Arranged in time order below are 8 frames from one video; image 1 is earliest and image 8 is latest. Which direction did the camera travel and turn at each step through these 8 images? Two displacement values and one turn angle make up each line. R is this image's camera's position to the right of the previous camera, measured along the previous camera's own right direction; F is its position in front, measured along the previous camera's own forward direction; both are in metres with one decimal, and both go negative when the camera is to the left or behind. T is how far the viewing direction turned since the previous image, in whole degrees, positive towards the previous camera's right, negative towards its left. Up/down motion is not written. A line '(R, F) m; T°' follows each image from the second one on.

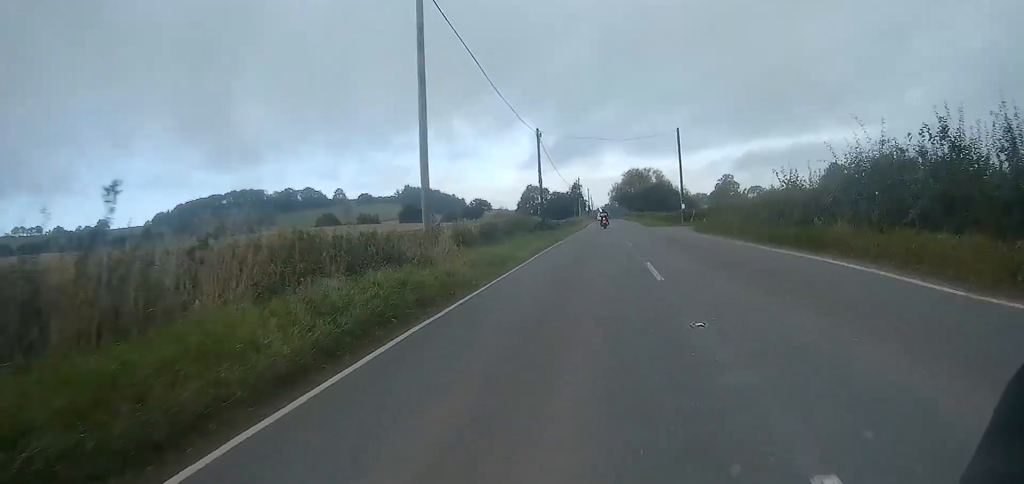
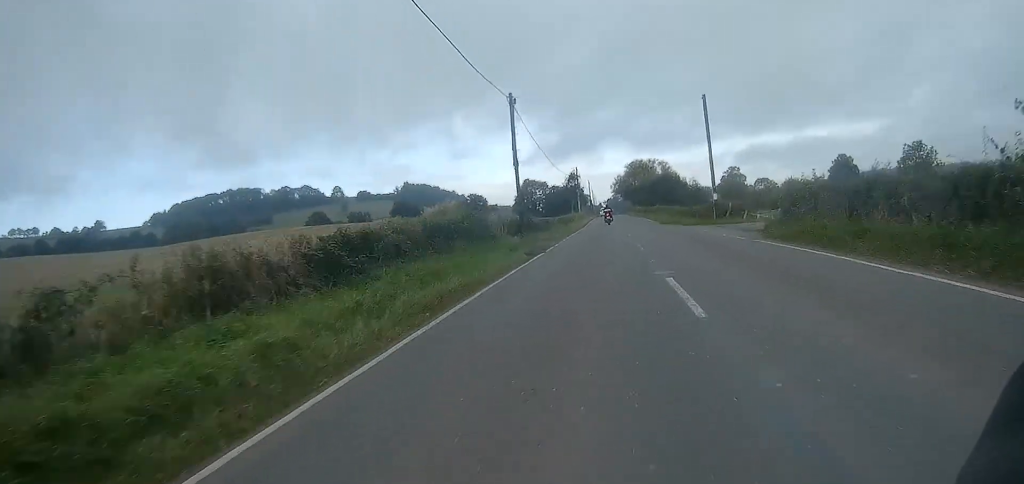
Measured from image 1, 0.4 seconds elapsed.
(0.0, +12.3) m; 0°
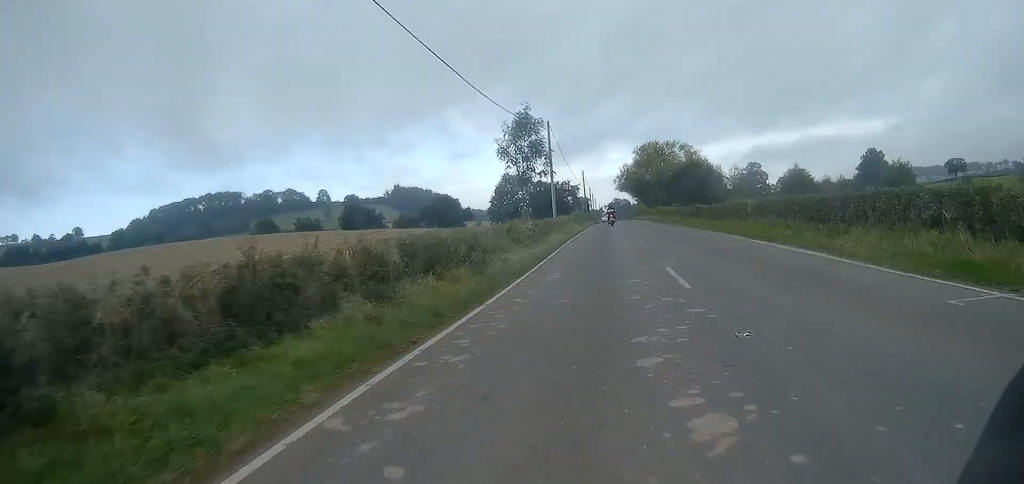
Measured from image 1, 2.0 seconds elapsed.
(0.0, +43.0) m; 0°
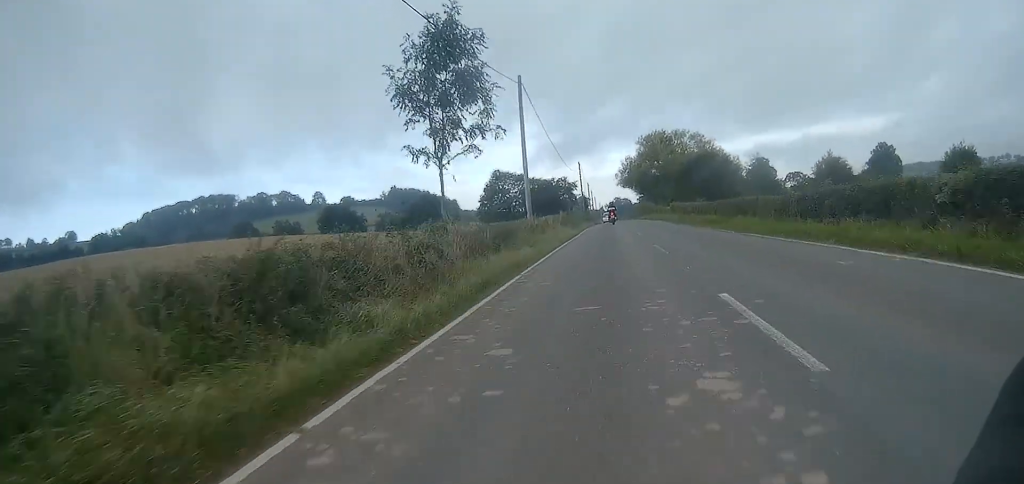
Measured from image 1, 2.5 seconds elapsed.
(0.0, +14.2) m; 0°
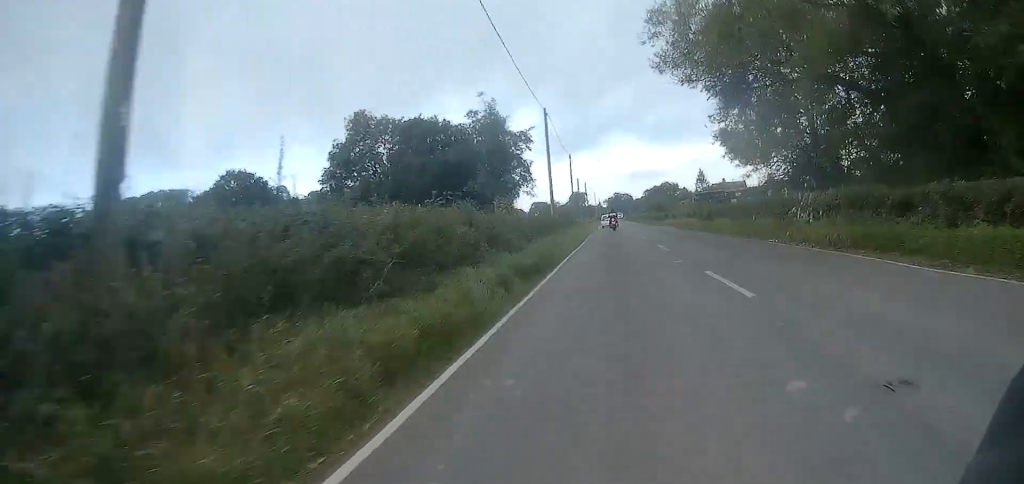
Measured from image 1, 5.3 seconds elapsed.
(-0.2, +79.8) m; -1°
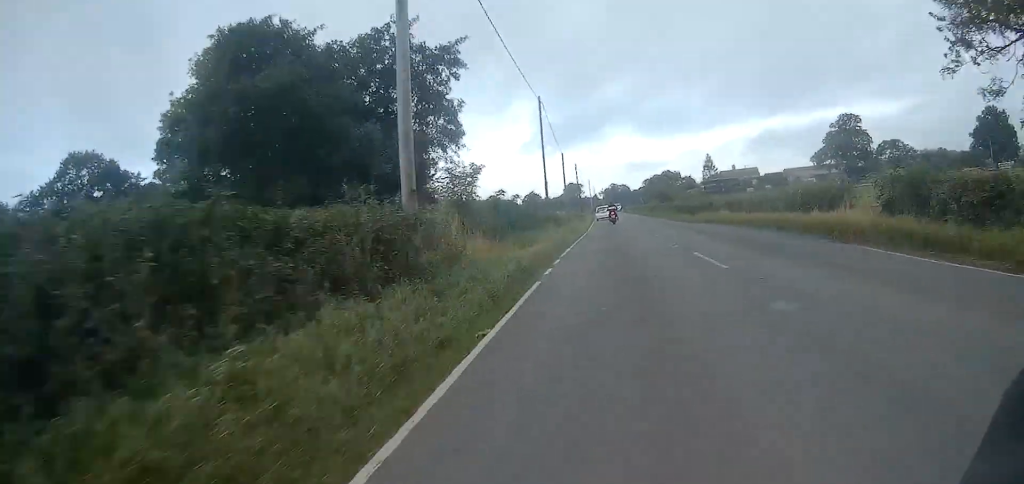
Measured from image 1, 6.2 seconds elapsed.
(-0.1, +25.9) m; 0°
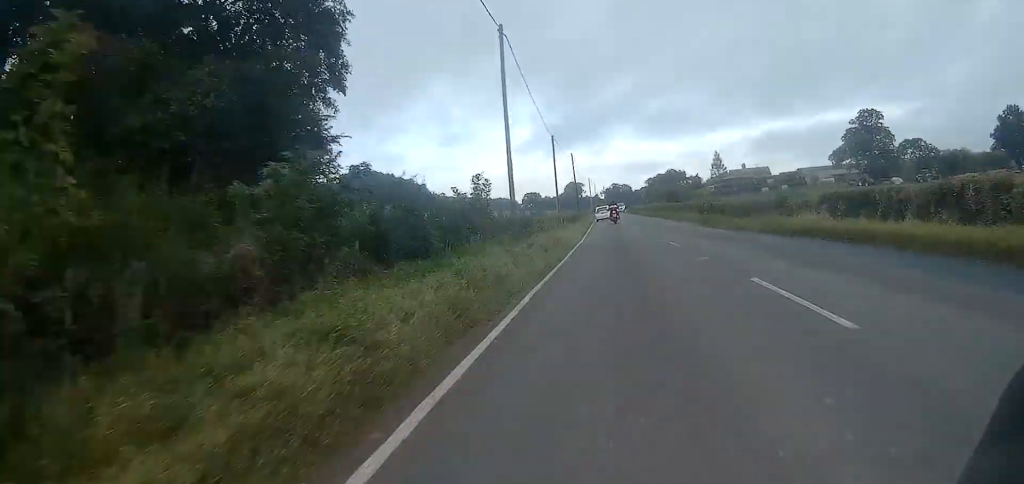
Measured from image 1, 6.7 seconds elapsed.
(0.0, +13.8) m; 0°
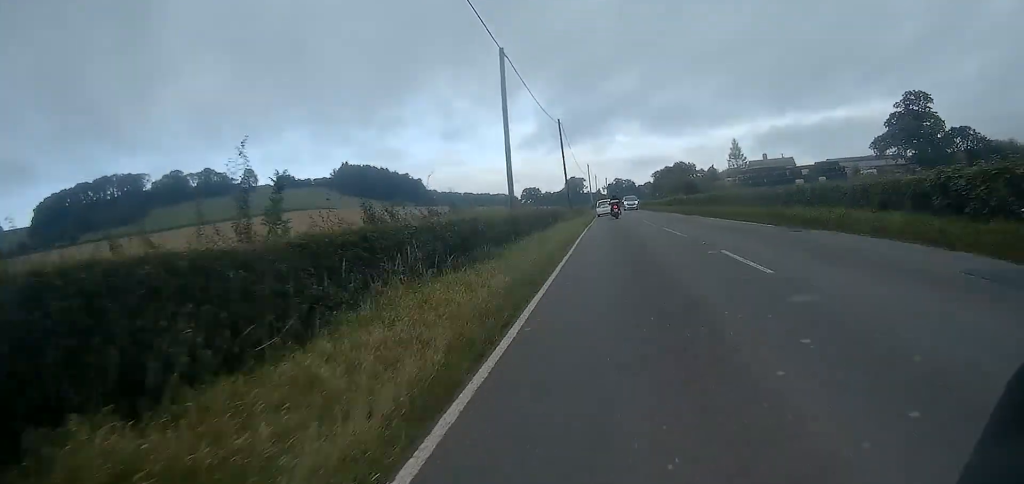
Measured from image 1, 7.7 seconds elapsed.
(0.0, +25.7) m; 0°
